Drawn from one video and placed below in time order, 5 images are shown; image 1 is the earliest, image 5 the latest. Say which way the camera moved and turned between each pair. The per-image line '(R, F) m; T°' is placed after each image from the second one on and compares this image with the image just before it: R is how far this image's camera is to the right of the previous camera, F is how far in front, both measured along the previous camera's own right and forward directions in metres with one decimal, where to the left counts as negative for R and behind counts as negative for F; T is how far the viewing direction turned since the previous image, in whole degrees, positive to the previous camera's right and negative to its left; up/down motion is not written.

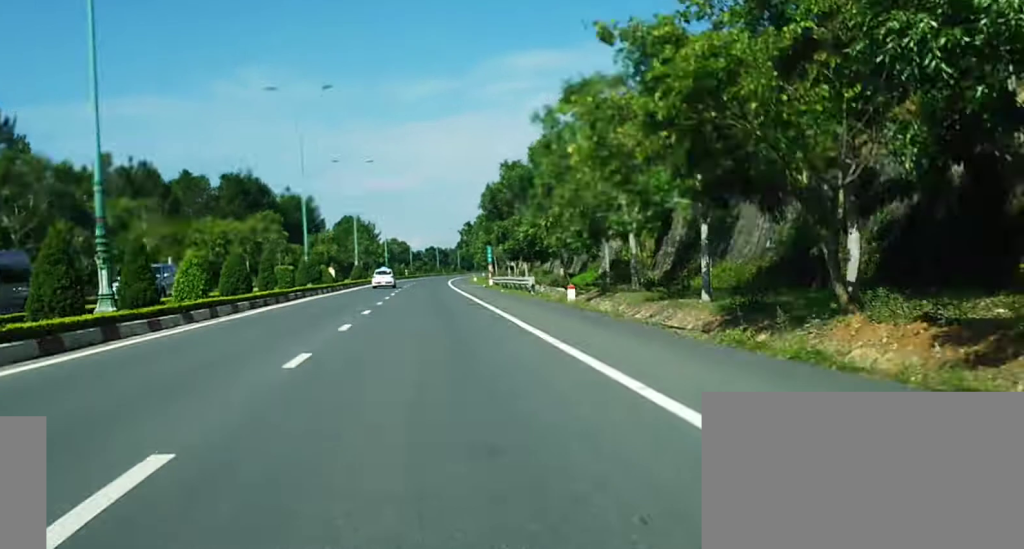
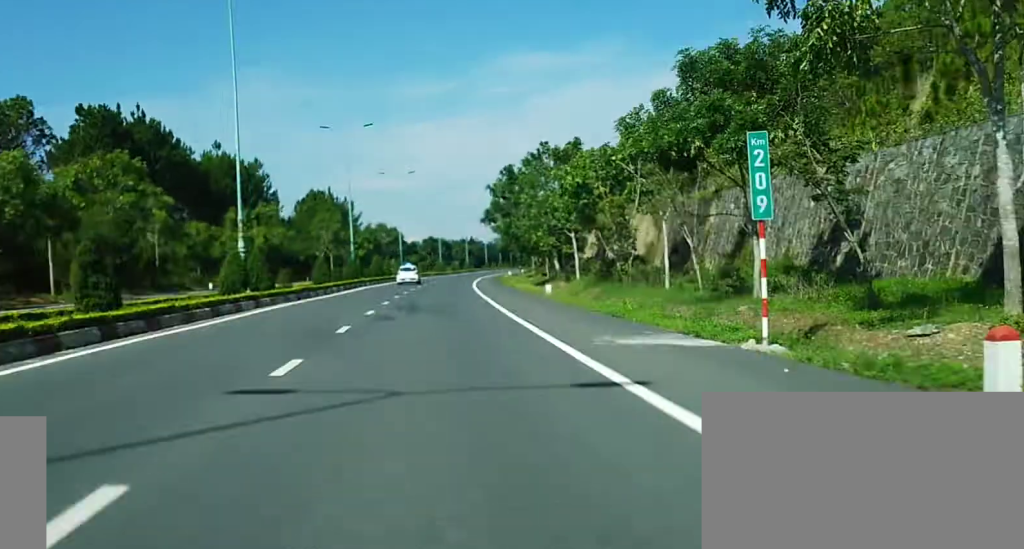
(-0.9, +63.9) m; -1°
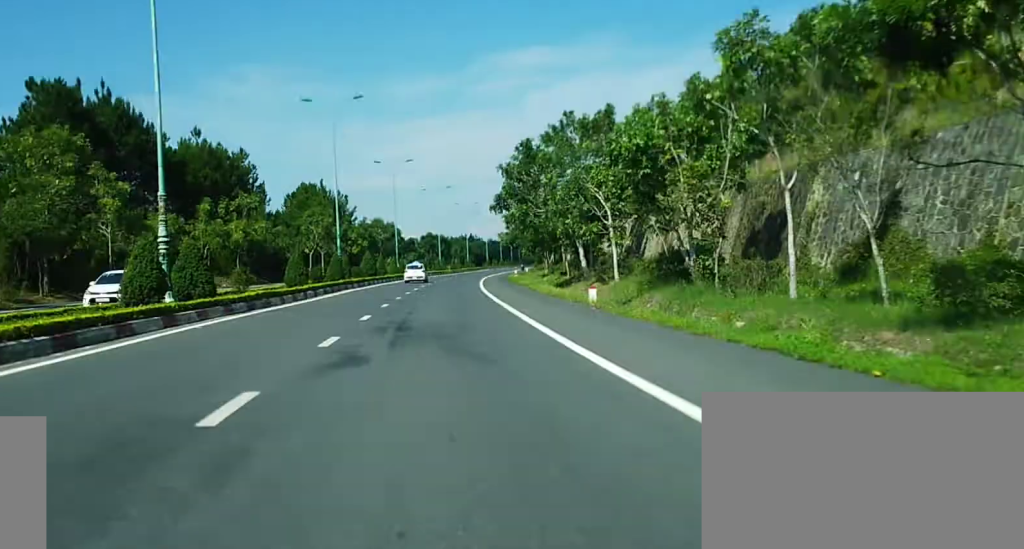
(+0.1, +12.0) m; +1°
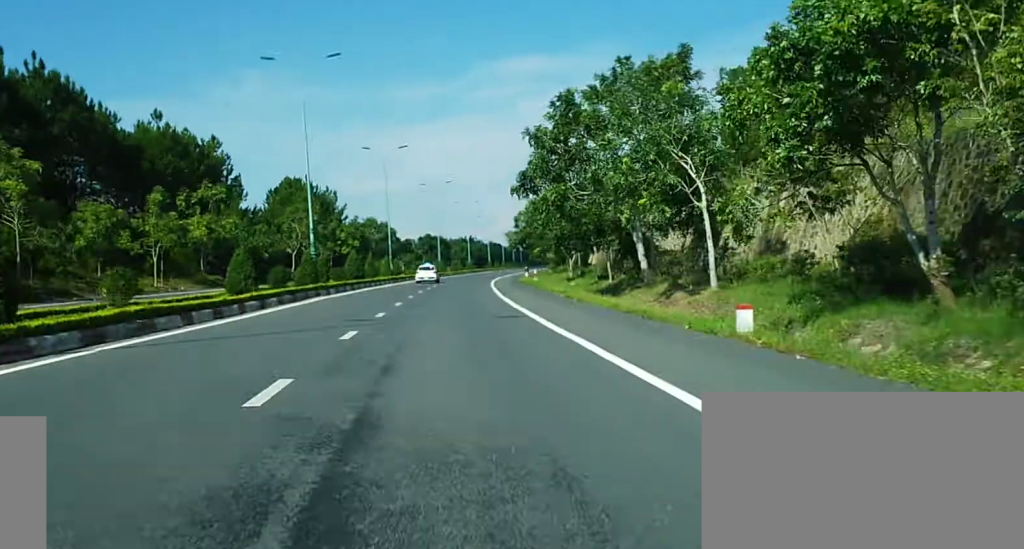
(+0.1, +15.0) m; +1°
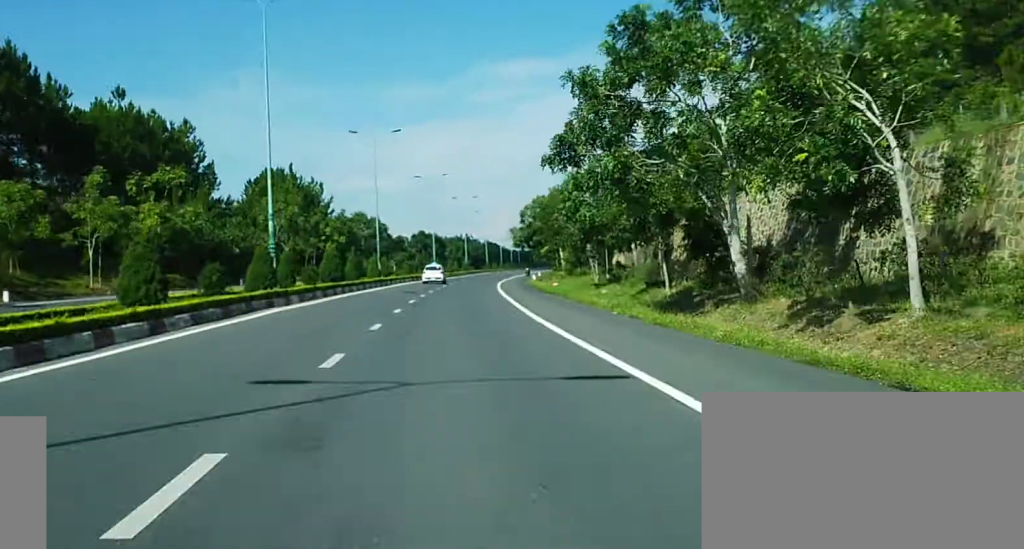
(+0.1, +12.1) m; 0°
